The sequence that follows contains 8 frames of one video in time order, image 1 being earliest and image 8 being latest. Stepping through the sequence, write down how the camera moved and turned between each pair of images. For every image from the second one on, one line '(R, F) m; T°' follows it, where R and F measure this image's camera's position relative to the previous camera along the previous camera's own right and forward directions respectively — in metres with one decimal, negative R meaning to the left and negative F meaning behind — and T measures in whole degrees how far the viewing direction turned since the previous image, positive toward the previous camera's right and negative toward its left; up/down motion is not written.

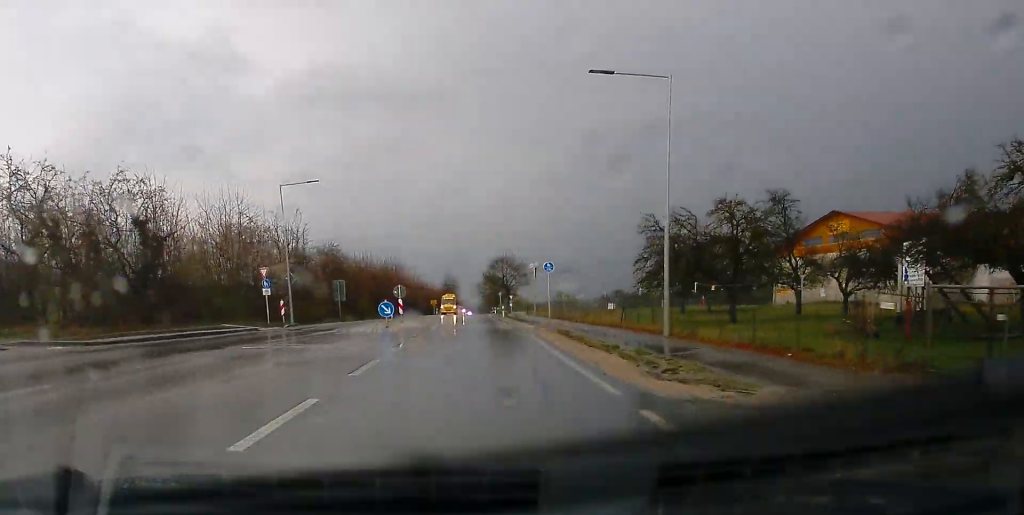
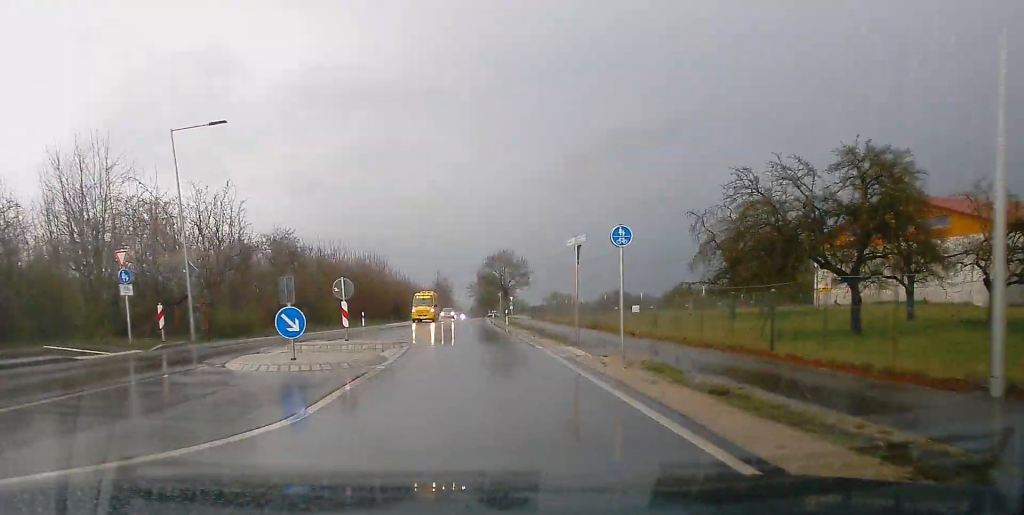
(+0.1, +16.4) m; 0°
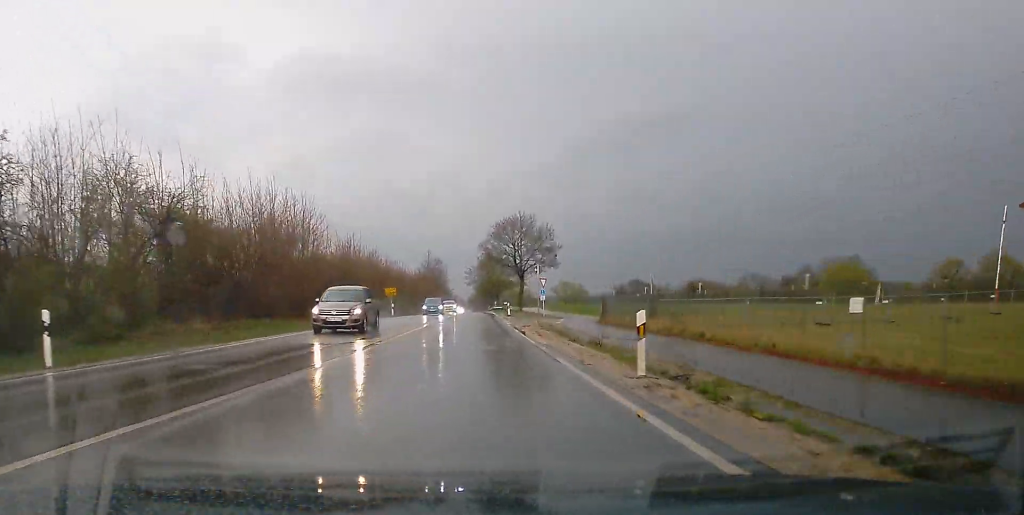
(-0.4, +45.5) m; 0°
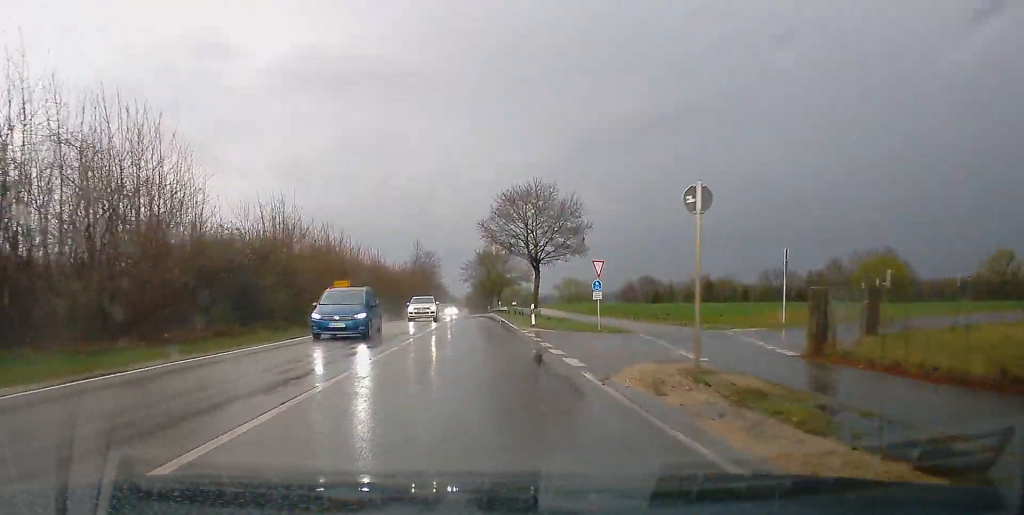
(0.0, +26.5) m; +1°
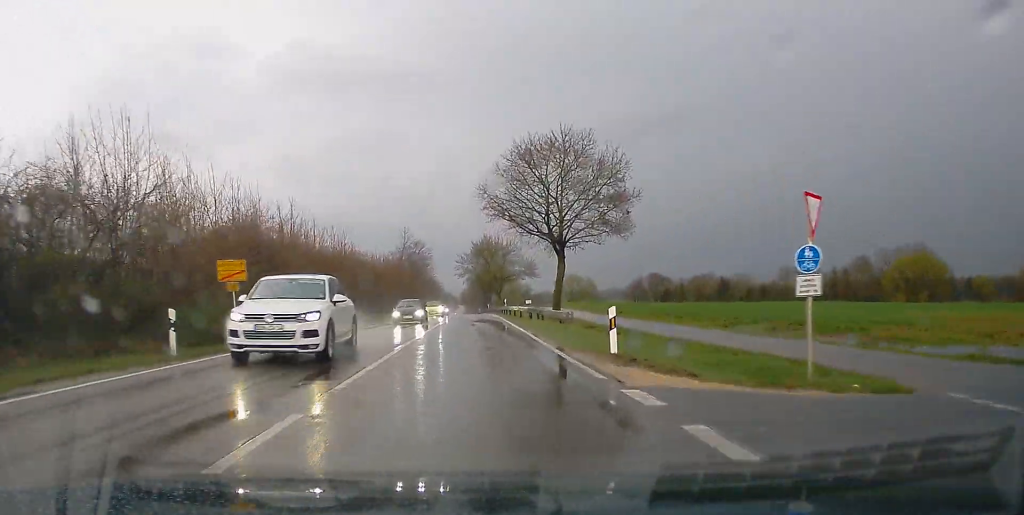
(+0.2, +22.5) m; 0°
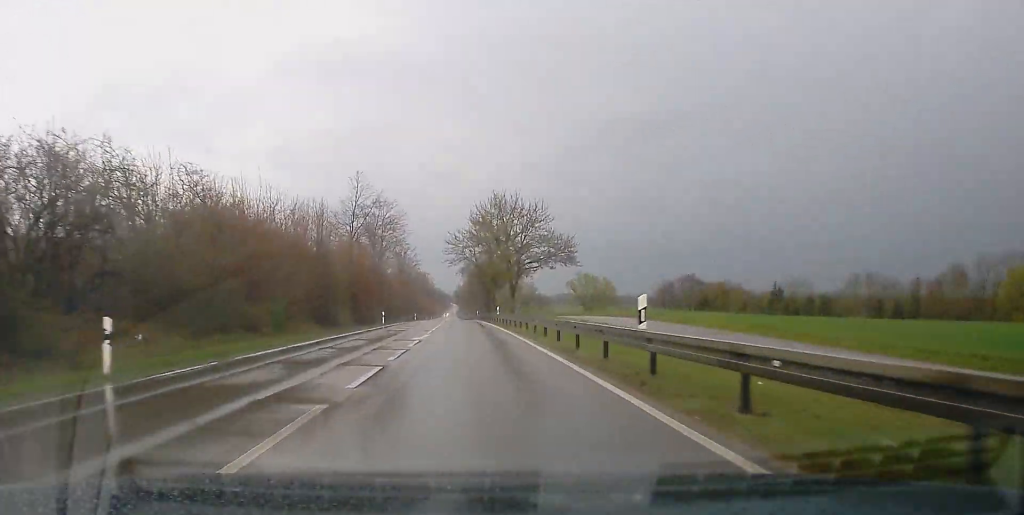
(+0.1, +56.7) m; 0°
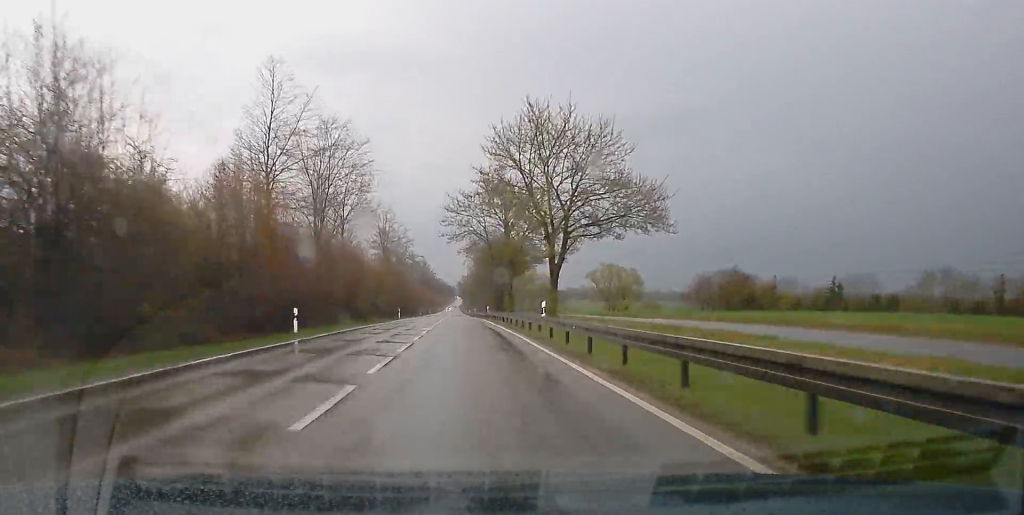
(+0.1, +35.3) m; 0°
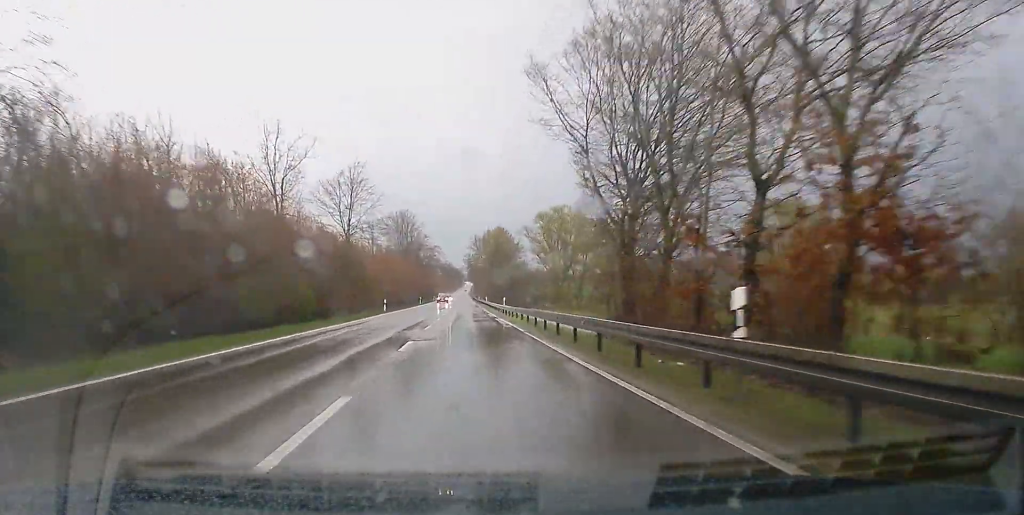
(-0.3, +121.1) m; 0°
